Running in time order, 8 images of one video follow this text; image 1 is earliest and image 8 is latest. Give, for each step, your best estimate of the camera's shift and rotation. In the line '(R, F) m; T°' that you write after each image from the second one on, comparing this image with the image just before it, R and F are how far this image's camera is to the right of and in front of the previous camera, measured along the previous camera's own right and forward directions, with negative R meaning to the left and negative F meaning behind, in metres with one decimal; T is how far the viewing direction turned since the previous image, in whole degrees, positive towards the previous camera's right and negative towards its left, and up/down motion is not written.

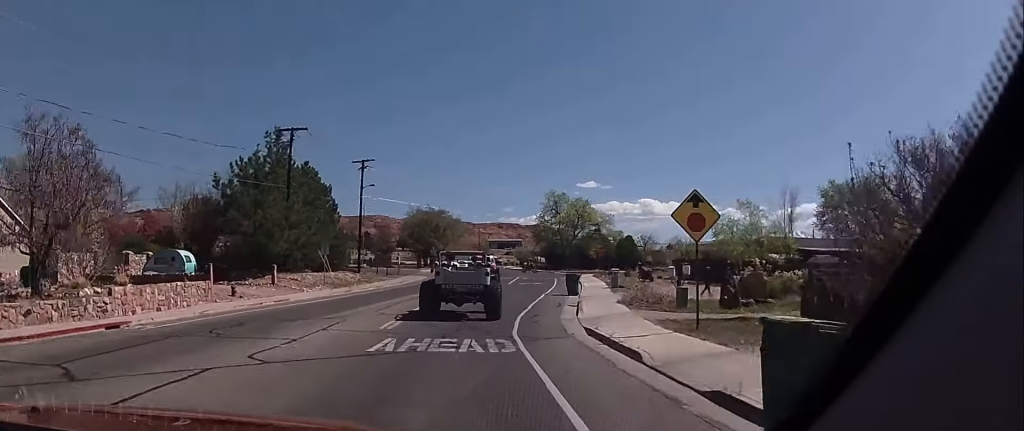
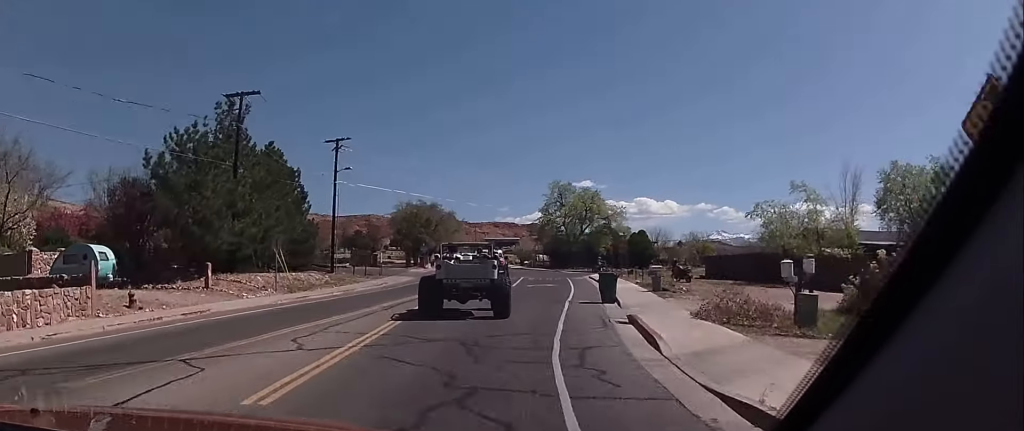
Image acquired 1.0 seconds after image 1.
(+2.6, +12.5) m; +14°
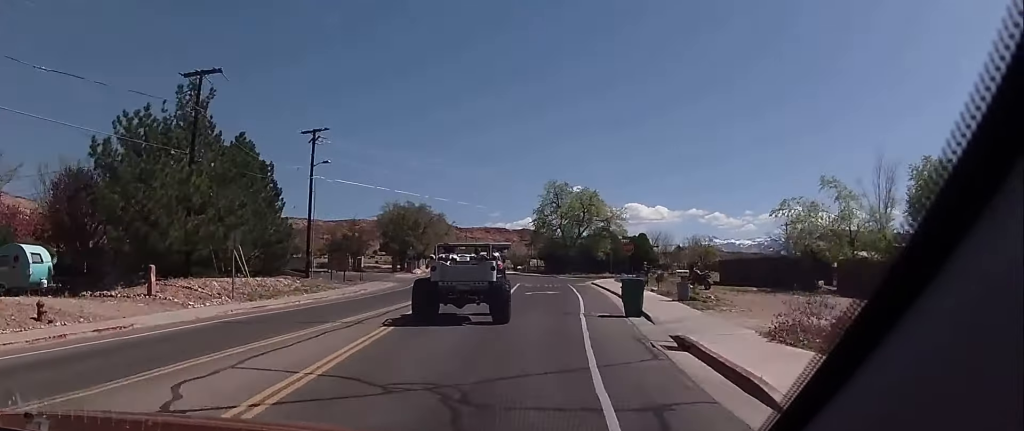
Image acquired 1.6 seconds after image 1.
(+0.2, +6.1) m; +4°
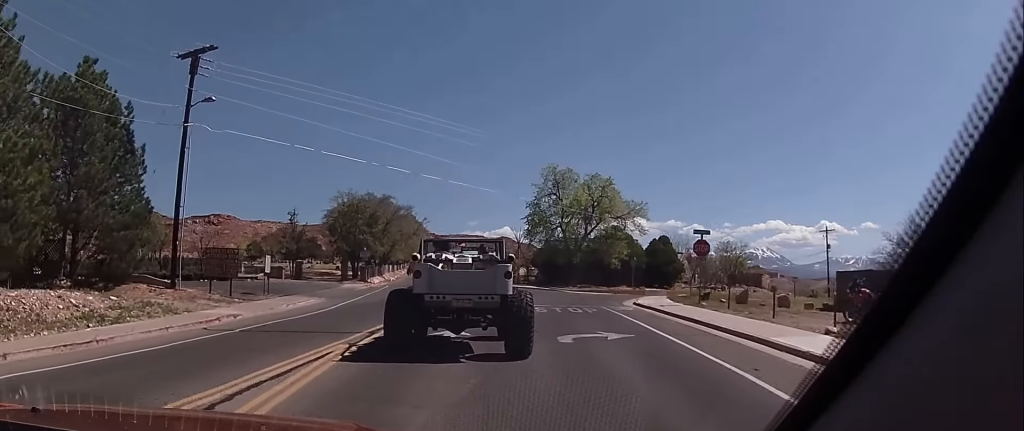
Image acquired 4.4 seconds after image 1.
(+1.1, +21.9) m; -5°
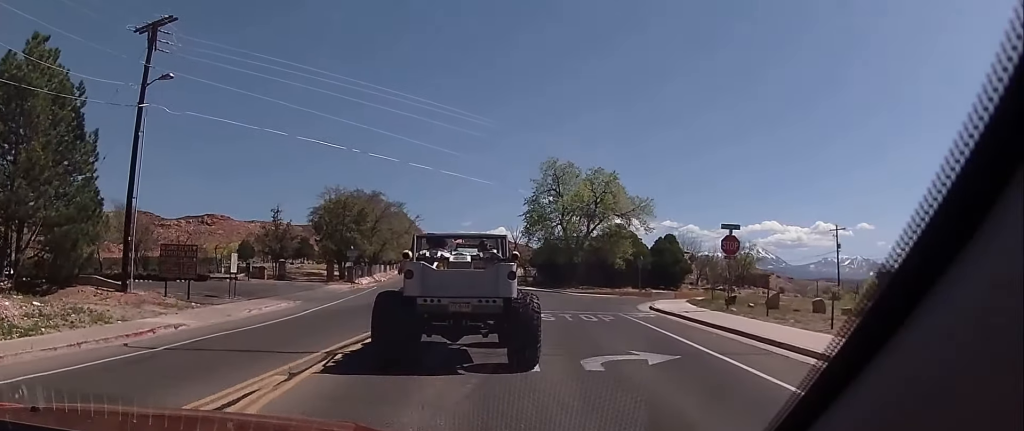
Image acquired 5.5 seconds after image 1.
(-0.3, +4.5) m; -3°
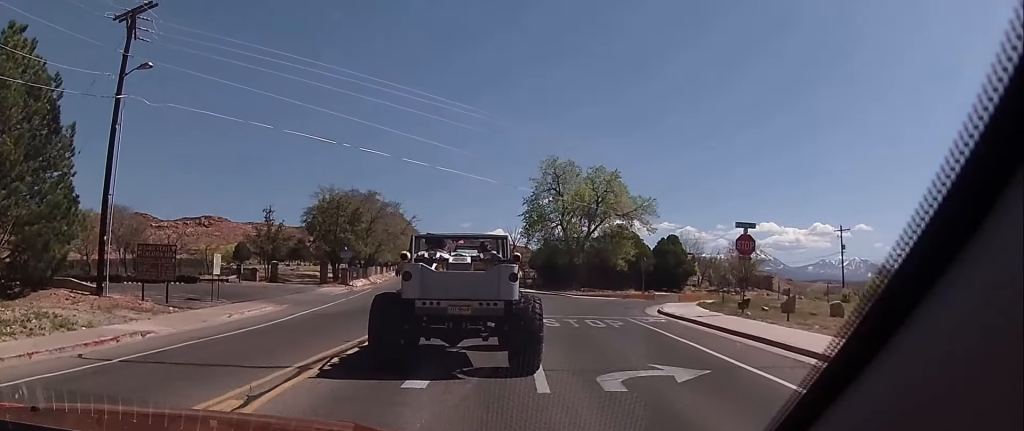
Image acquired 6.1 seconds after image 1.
(0.0, +2.1) m; 0°
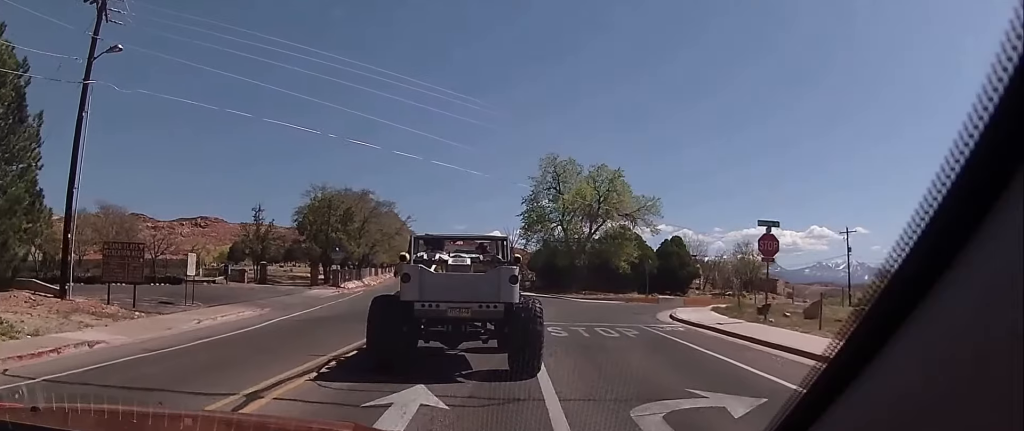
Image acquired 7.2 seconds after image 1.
(0.0, +2.2) m; +4°
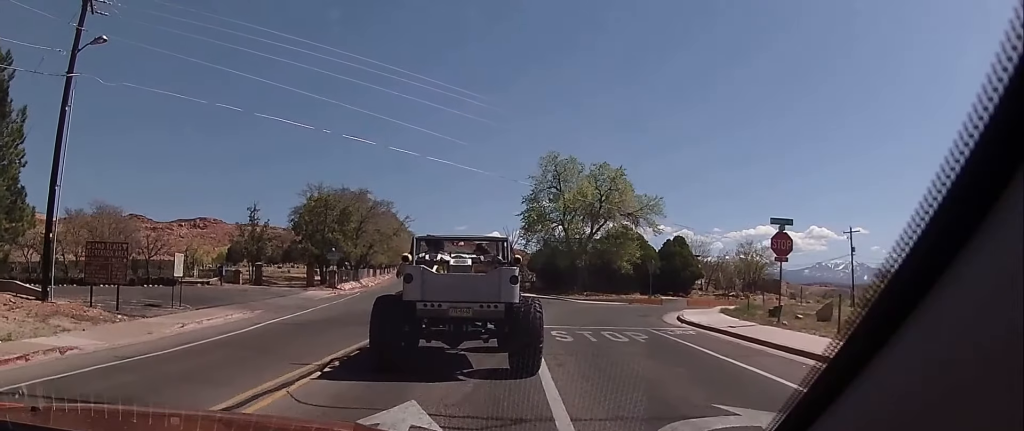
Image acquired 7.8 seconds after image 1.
(+0.1, +1.3) m; +2°
